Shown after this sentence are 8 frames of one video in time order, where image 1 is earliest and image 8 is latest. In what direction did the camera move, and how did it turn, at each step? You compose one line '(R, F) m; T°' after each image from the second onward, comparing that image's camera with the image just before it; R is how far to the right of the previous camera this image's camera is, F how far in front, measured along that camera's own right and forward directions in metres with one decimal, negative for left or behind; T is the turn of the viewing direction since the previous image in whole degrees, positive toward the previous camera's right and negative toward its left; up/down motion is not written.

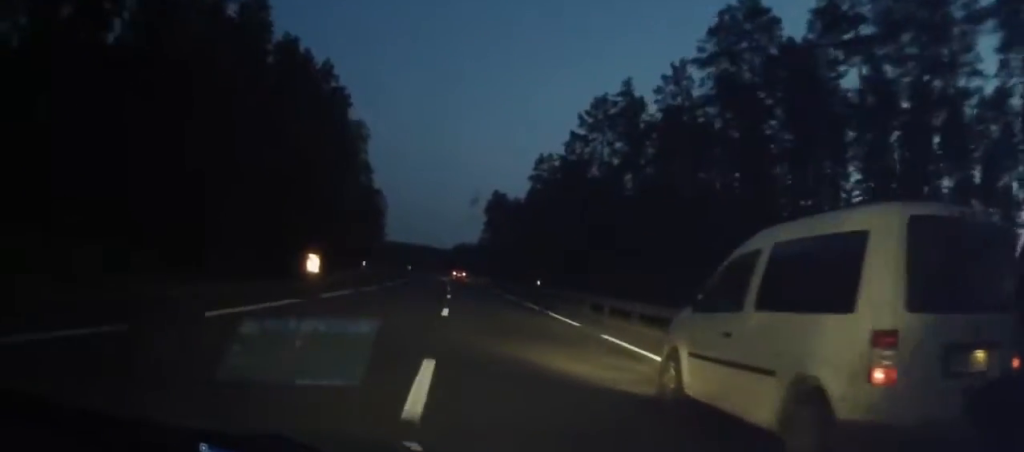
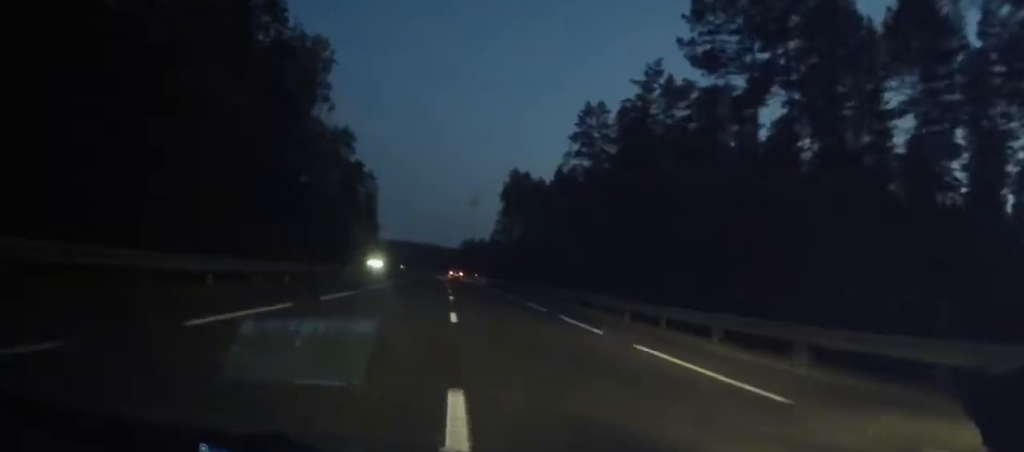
(-0.3, +36.2) m; -1°
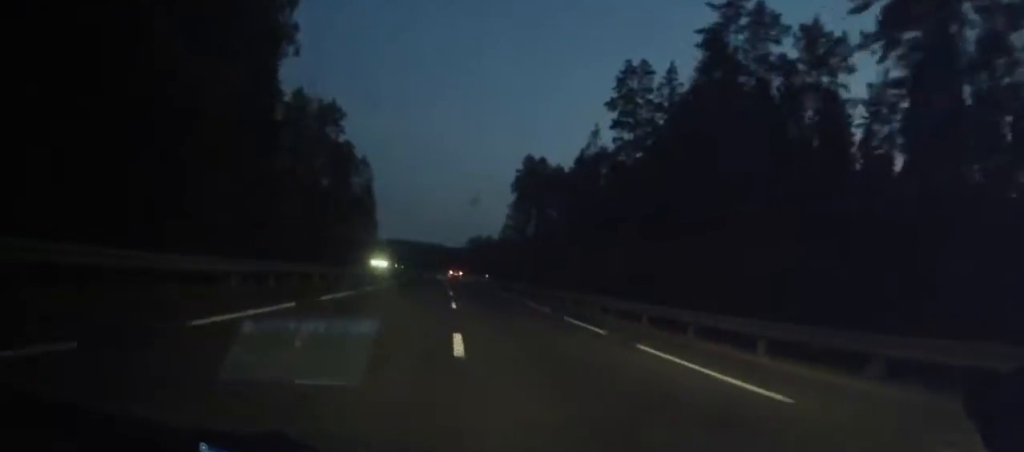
(-0.1, +17.3) m; -1°
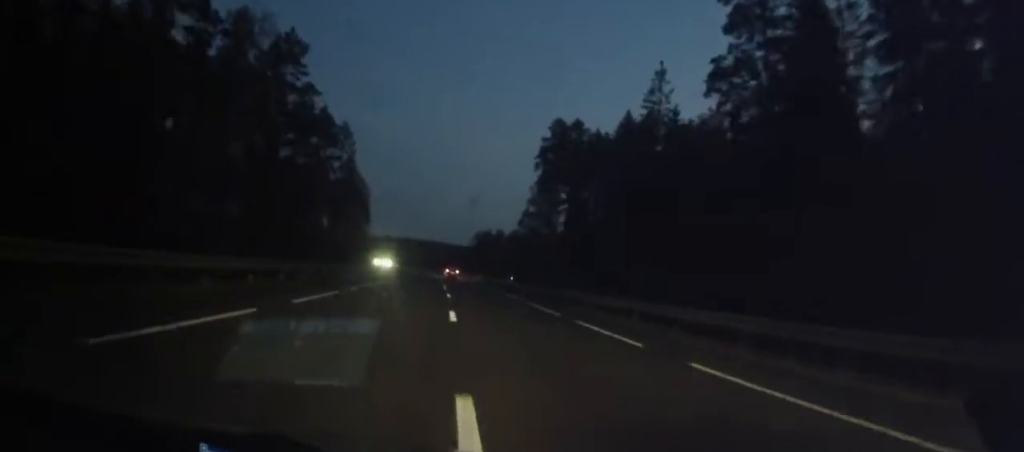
(-0.3, +29.0) m; -1°
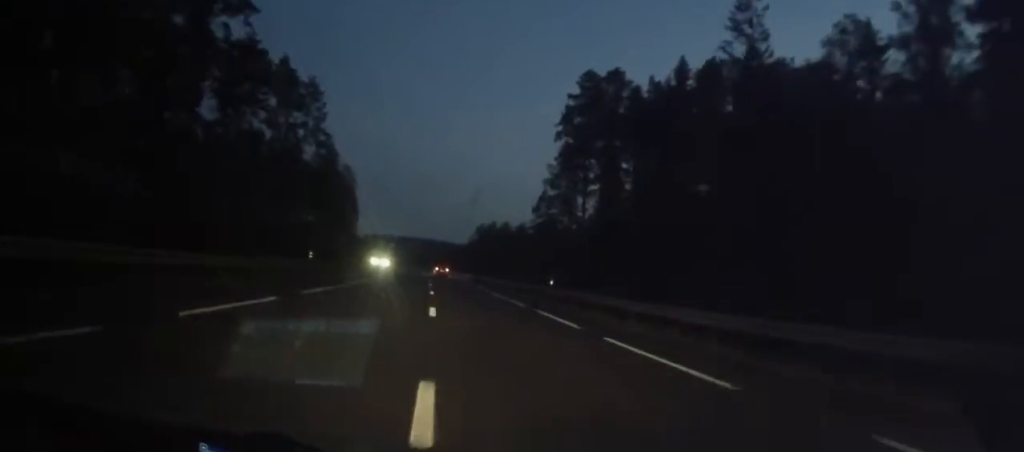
(-0.2, +22.9) m; 0°
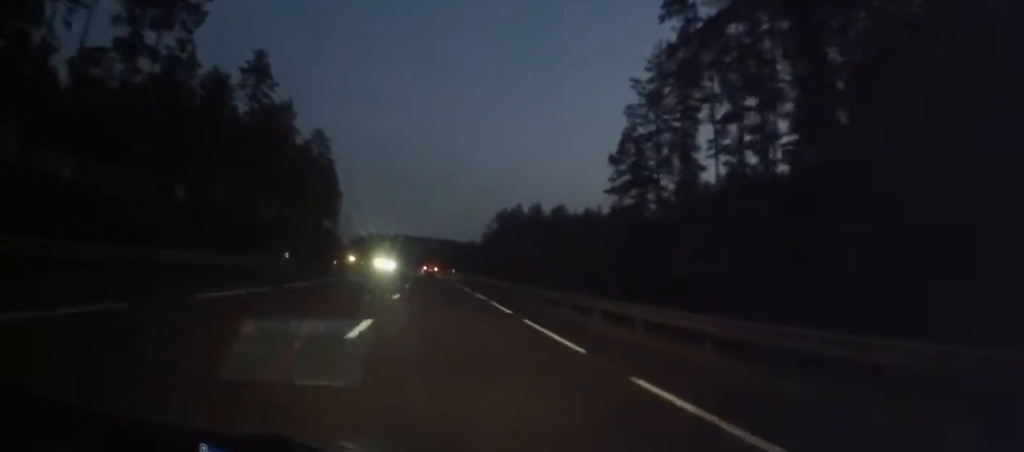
(0.0, +41.8) m; 0°
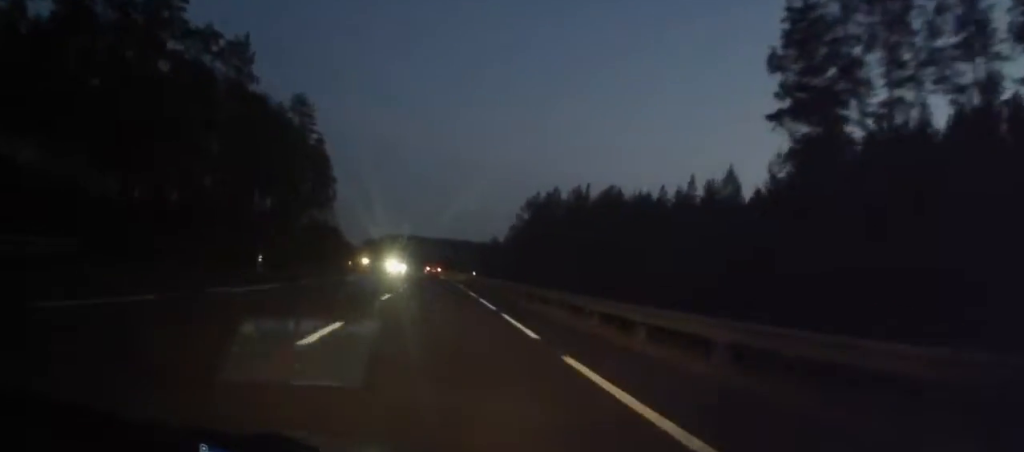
(-0.1, +25.4) m; 0°
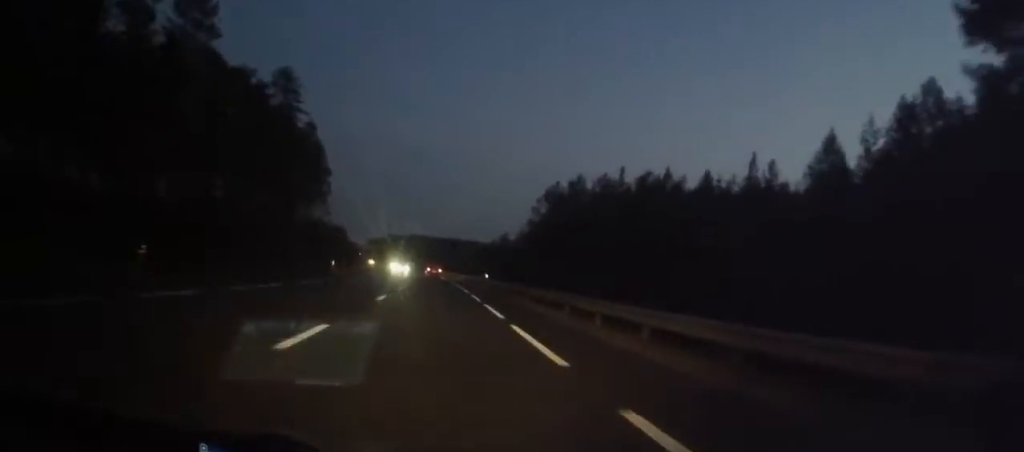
(-0.1, +12.7) m; 0°
